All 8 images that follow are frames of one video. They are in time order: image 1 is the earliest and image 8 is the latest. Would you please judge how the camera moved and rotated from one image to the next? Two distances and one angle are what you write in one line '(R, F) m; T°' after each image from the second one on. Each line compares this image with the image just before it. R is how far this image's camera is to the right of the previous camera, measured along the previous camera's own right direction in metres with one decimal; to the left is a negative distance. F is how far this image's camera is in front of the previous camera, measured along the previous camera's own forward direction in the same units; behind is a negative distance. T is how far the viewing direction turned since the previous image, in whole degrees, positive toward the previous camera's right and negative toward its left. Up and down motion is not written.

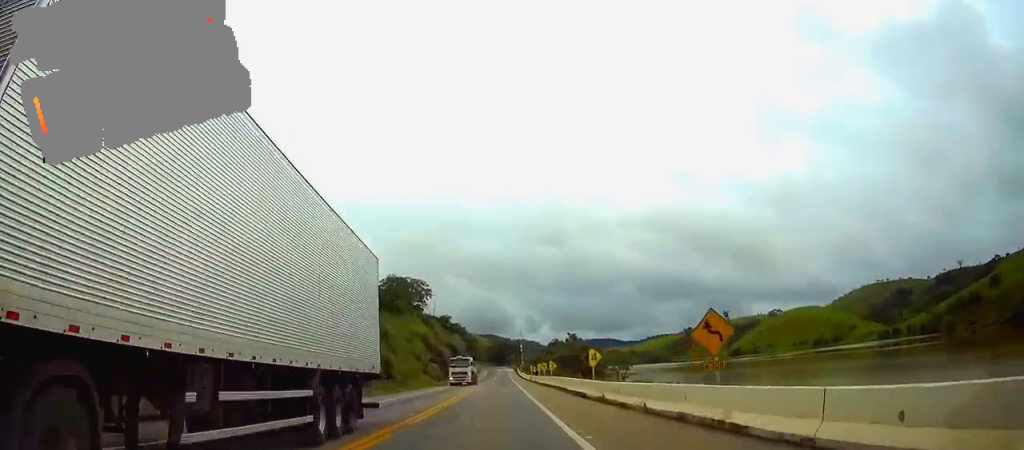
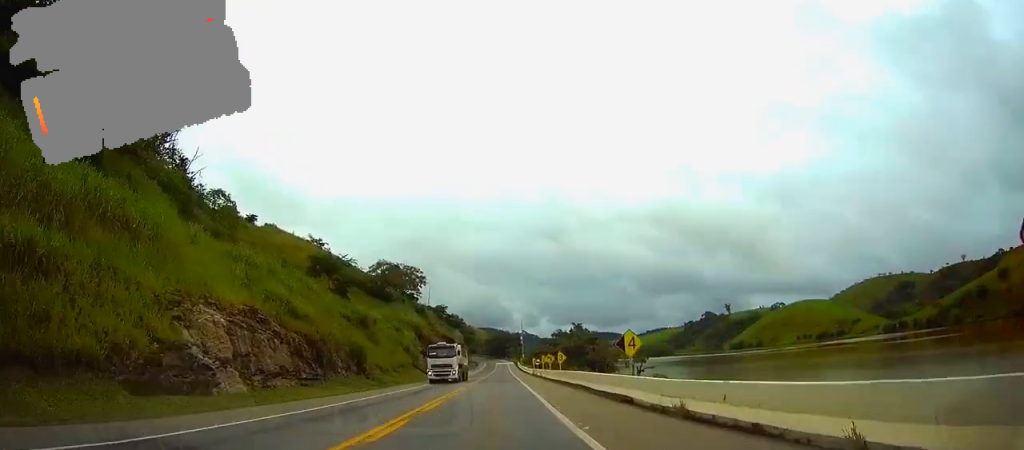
(+0.1, +13.7) m; +1°
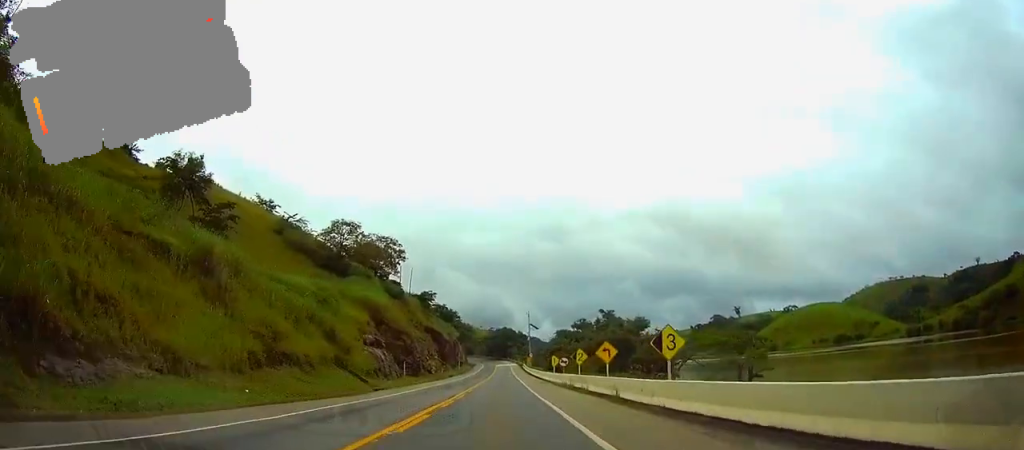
(+0.1, +46.5) m; 0°
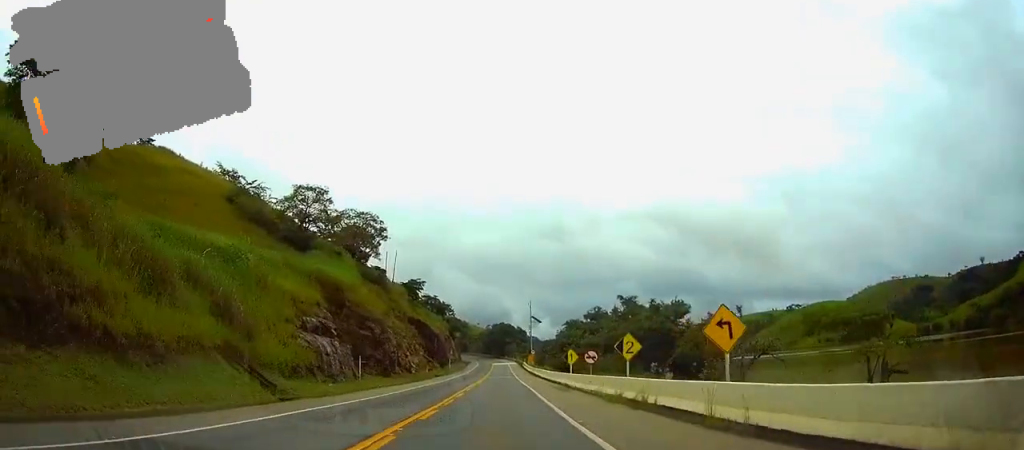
(0.0, +22.0) m; 0°
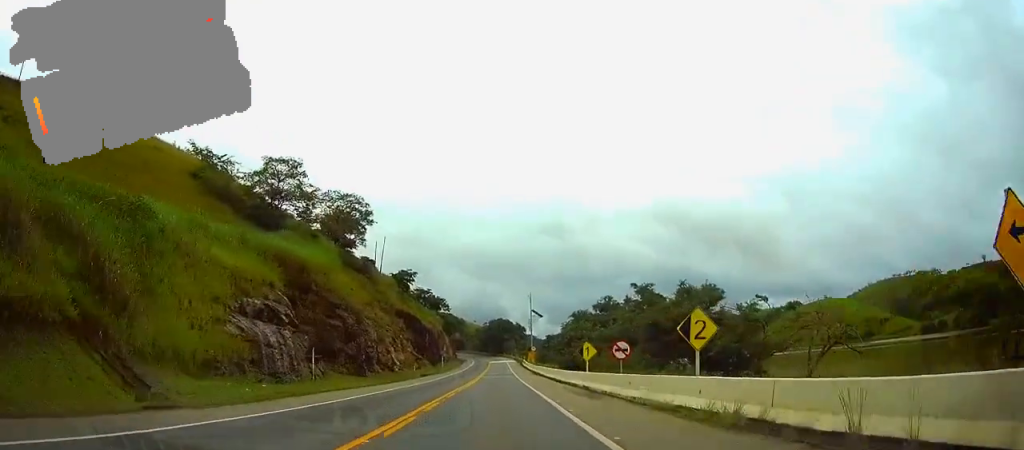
(0.0, +12.4) m; 0°
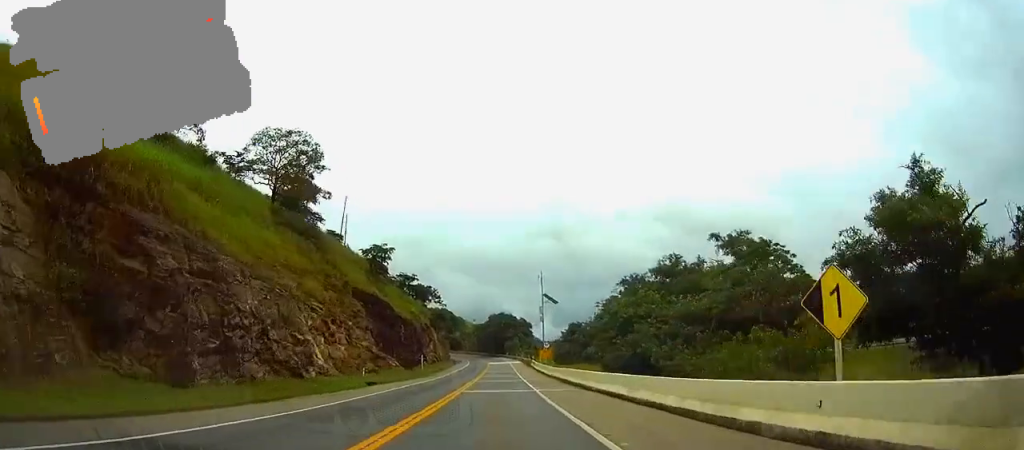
(-0.1, +34.9) m; 0°
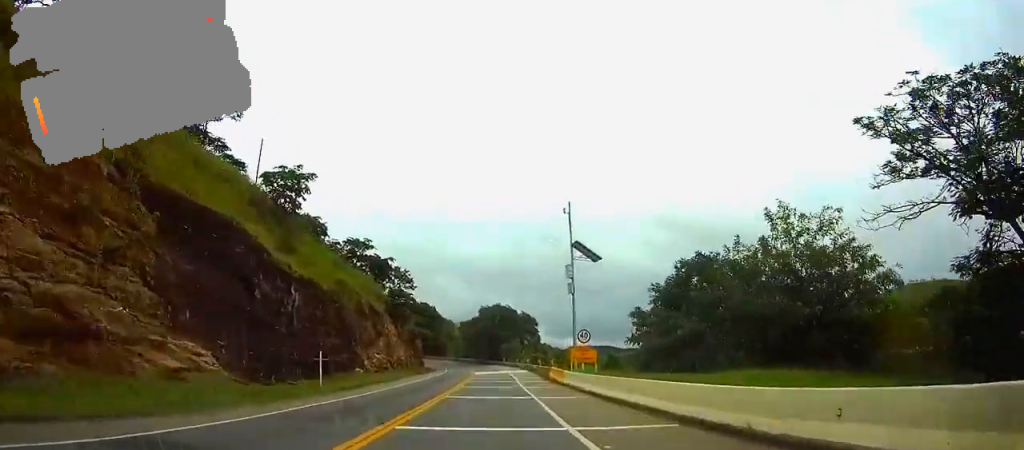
(+0.3, +50.0) m; 0°
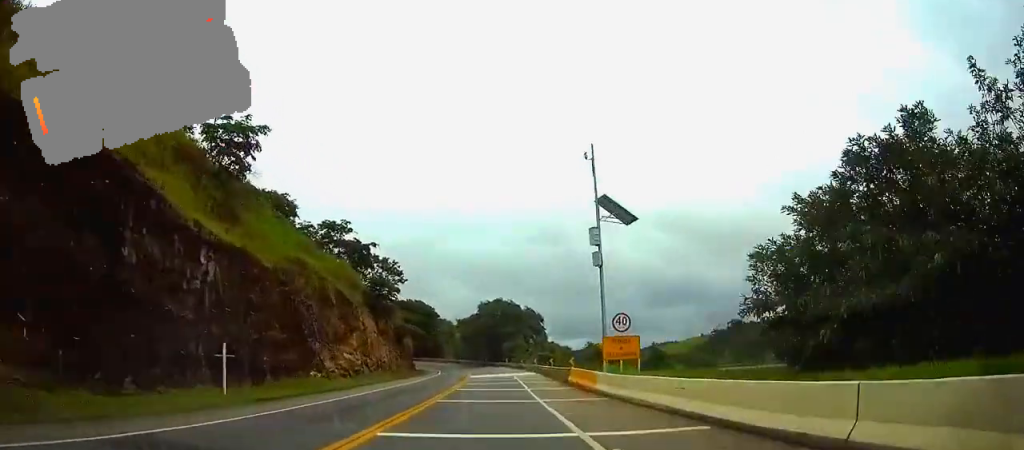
(-0.1, +15.5) m; 0°
